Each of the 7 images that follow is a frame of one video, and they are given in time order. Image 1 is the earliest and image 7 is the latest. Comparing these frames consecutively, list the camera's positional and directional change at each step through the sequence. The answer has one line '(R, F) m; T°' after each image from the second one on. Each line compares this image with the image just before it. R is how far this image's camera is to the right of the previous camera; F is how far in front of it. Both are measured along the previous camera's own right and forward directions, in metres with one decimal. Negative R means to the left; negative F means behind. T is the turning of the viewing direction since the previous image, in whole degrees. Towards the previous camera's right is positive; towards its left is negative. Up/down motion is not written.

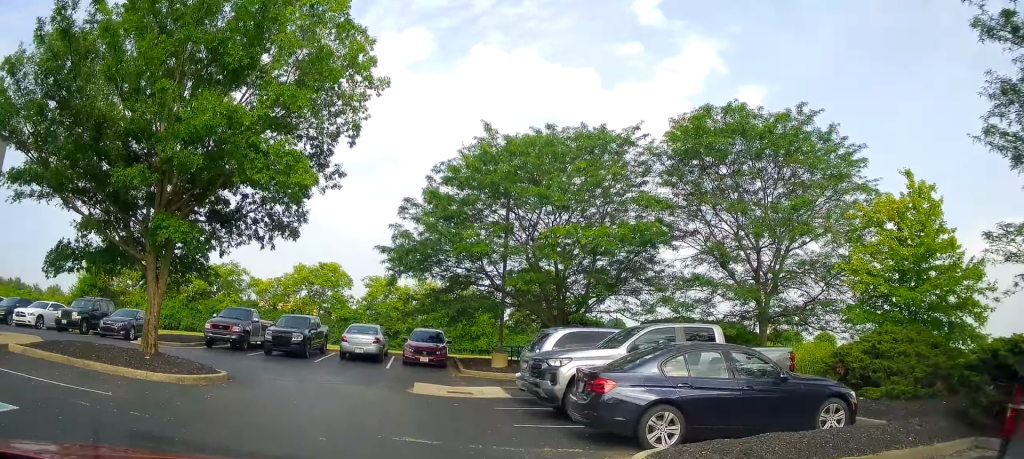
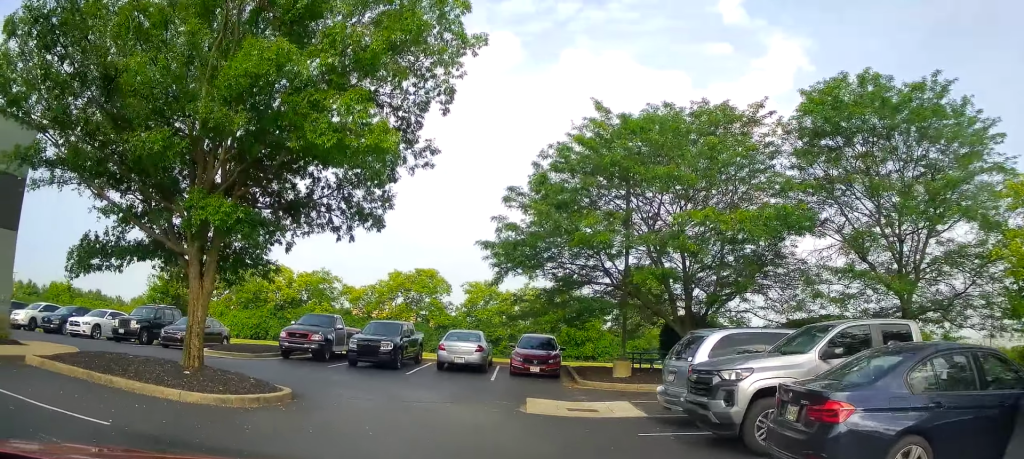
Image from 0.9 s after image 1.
(-0.3, +3.0) m; -27°
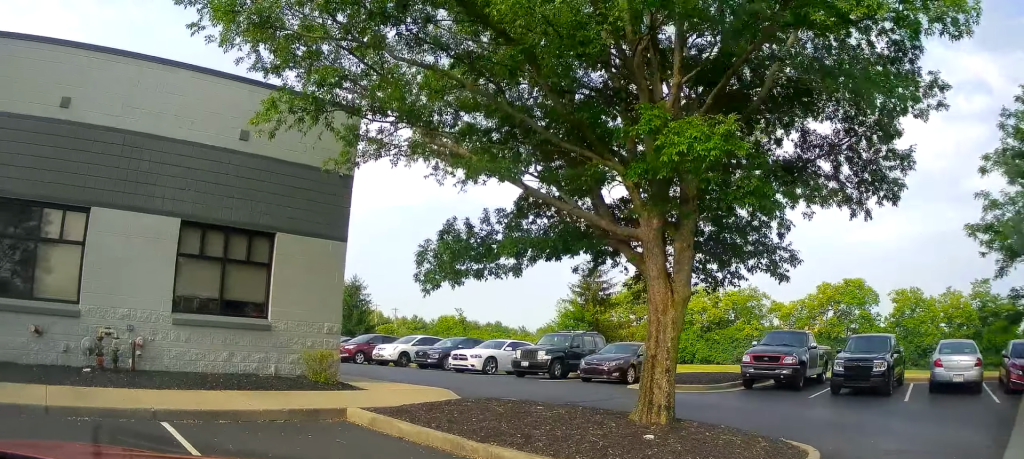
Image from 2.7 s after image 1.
(-2.0, +4.7) m; -31°
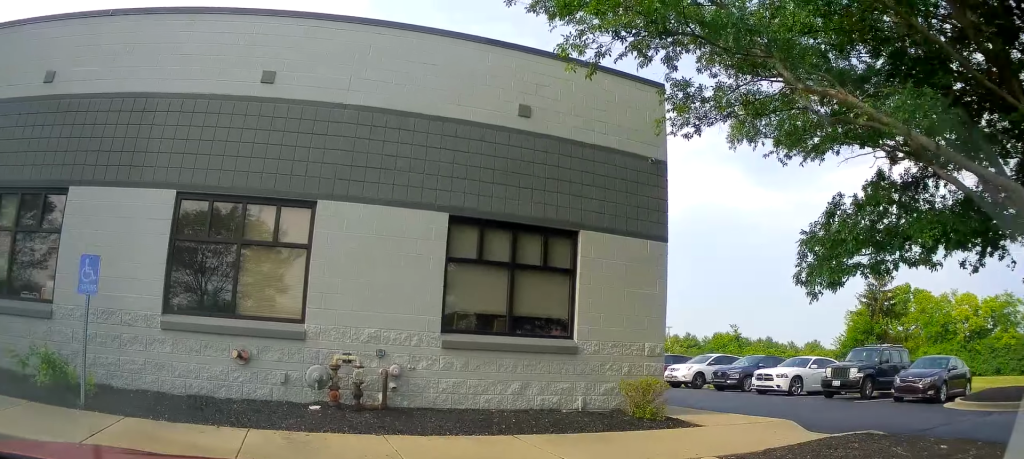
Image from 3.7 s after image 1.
(-0.1, +2.7) m; -23°
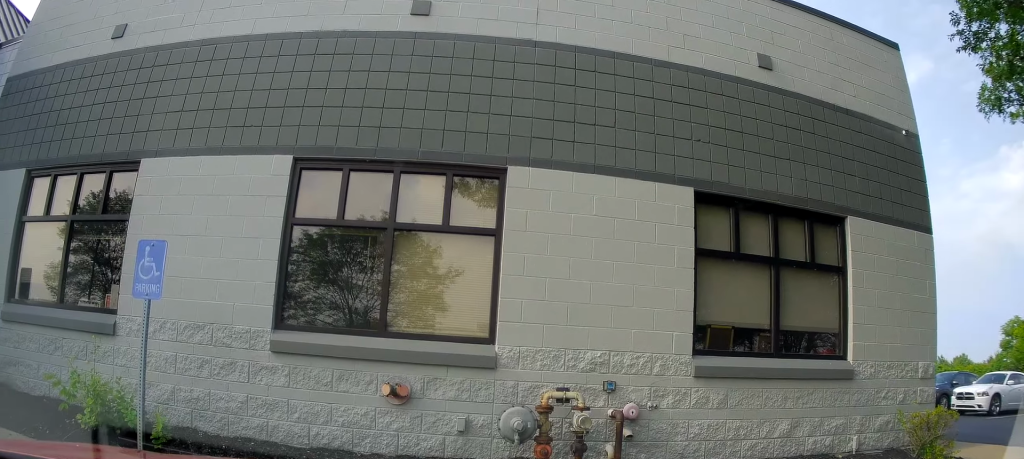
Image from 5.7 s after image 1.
(-1.5, +4.5) m; -13°
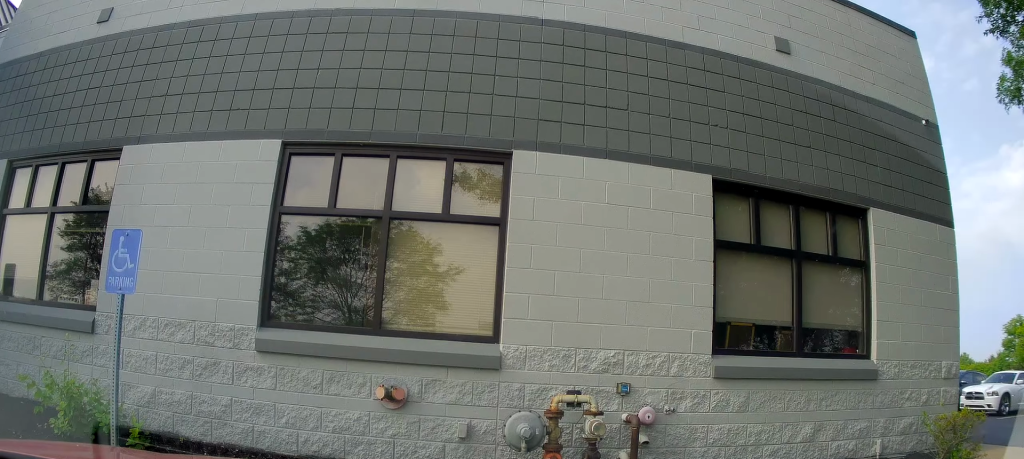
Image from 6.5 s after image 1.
(+0.5, +1.0) m; 0°
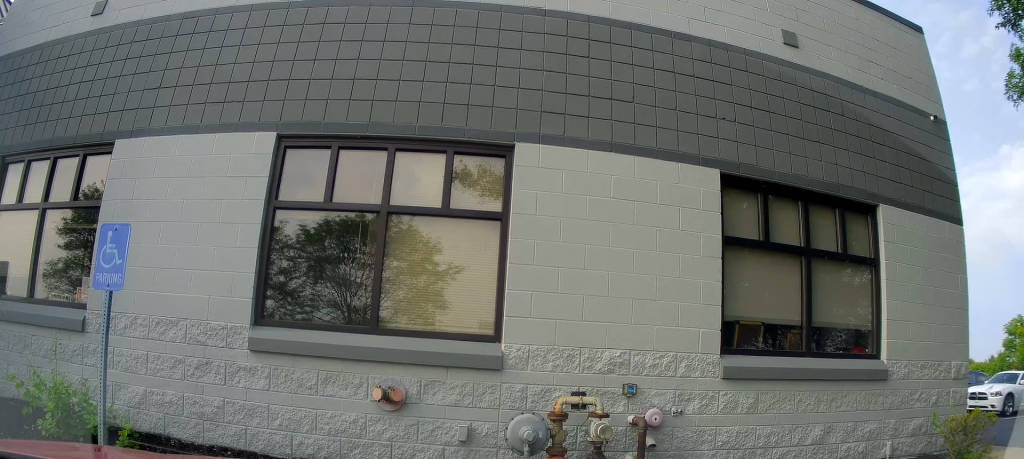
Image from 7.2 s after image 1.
(-0.1, +0.8) m; 0°
